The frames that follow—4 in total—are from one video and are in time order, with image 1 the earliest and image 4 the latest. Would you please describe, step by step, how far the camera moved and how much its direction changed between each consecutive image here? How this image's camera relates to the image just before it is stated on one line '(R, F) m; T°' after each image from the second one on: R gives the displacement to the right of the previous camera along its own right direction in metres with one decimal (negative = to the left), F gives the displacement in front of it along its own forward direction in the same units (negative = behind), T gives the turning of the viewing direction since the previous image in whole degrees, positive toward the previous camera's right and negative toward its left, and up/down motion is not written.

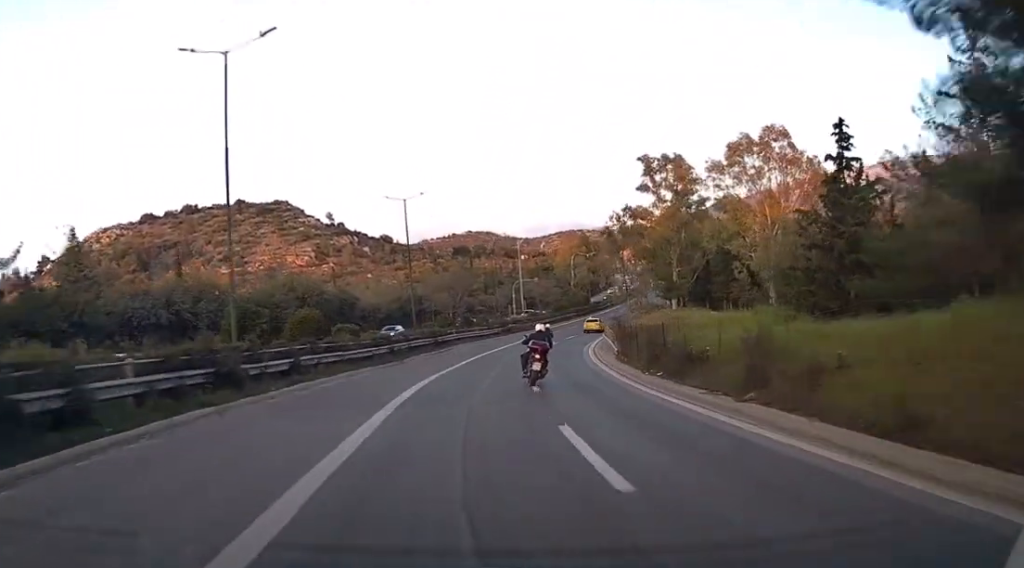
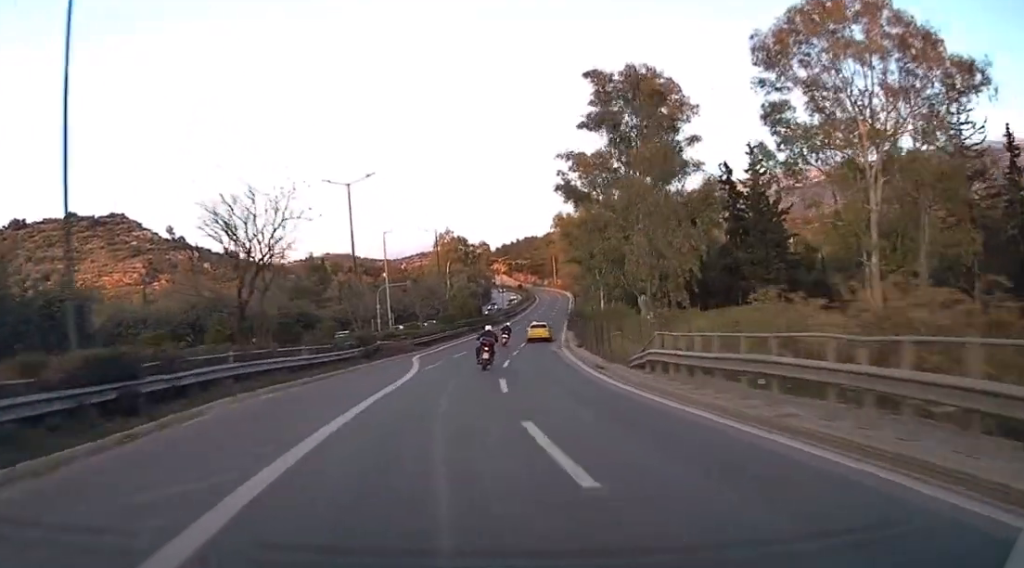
(+3.1, +33.5) m; +10°
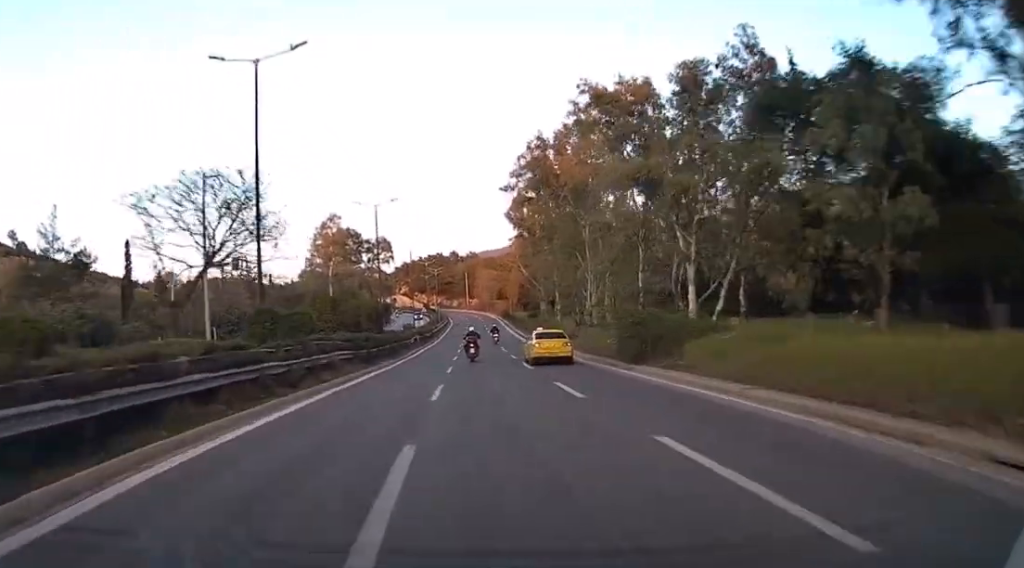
(+3.4, +46.3) m; +9°
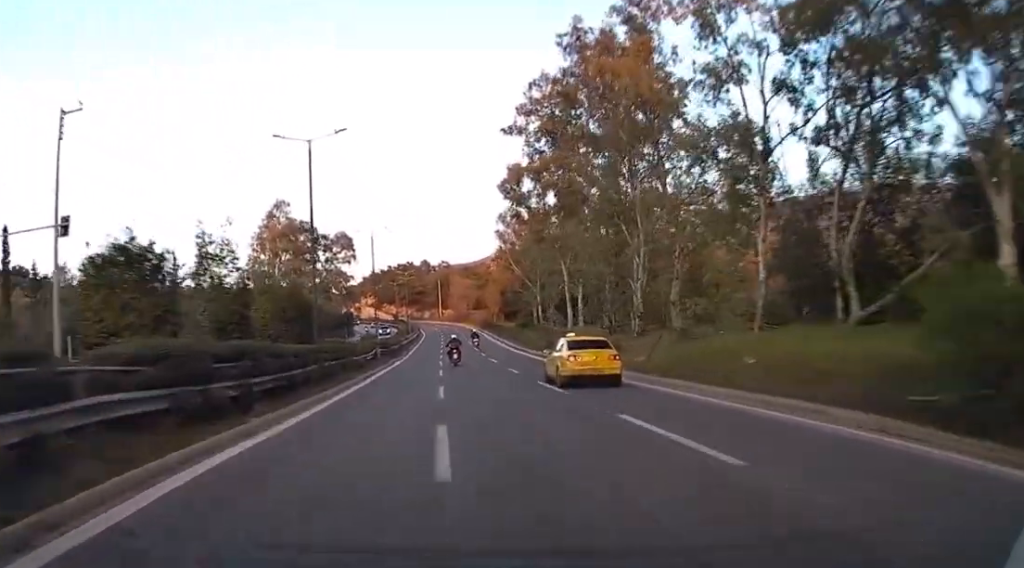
(+0.5, +19.8) m; +3°
